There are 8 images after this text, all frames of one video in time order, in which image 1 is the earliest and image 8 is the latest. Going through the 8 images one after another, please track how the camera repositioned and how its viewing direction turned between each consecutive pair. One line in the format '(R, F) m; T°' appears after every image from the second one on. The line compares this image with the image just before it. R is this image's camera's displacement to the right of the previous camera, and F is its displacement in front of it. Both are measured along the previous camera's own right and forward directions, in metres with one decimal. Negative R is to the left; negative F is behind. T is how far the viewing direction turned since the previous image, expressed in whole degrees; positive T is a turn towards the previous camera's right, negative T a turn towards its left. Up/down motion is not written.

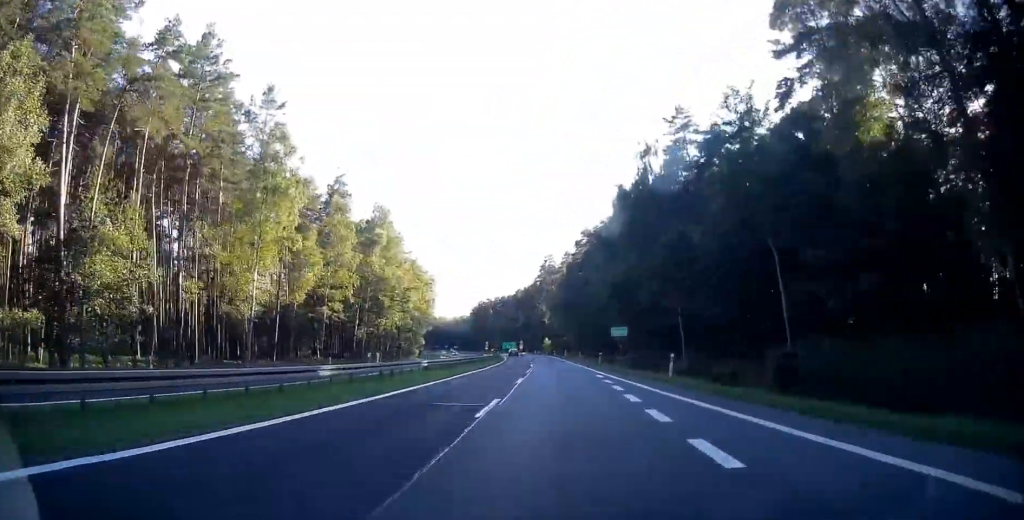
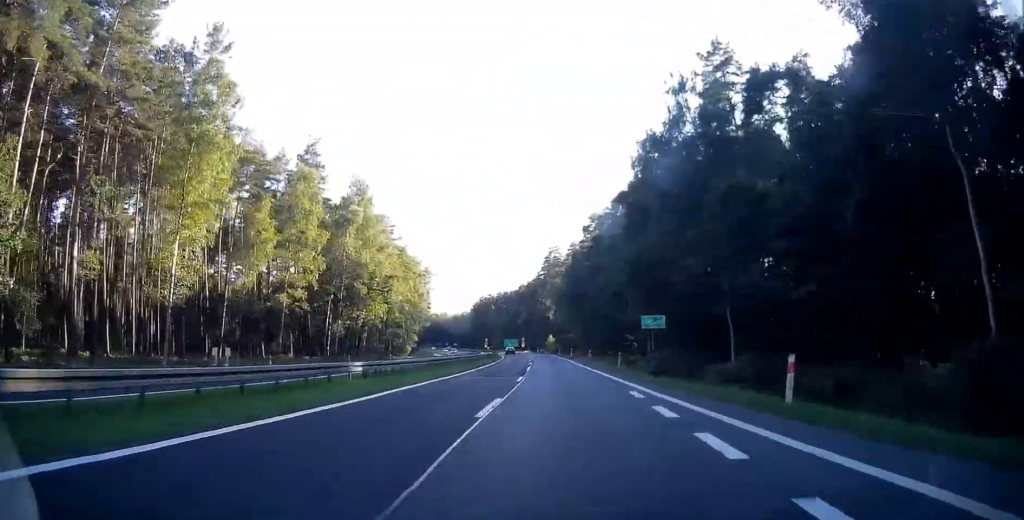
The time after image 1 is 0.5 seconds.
(+0.1, +12.1) m; -1°
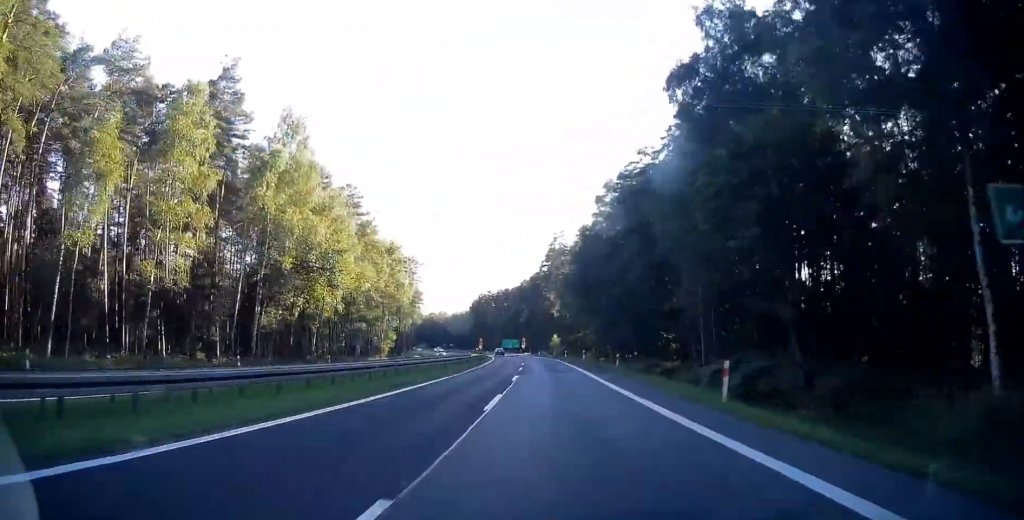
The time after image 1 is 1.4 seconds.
(-0.3, +21.8) m; -1°
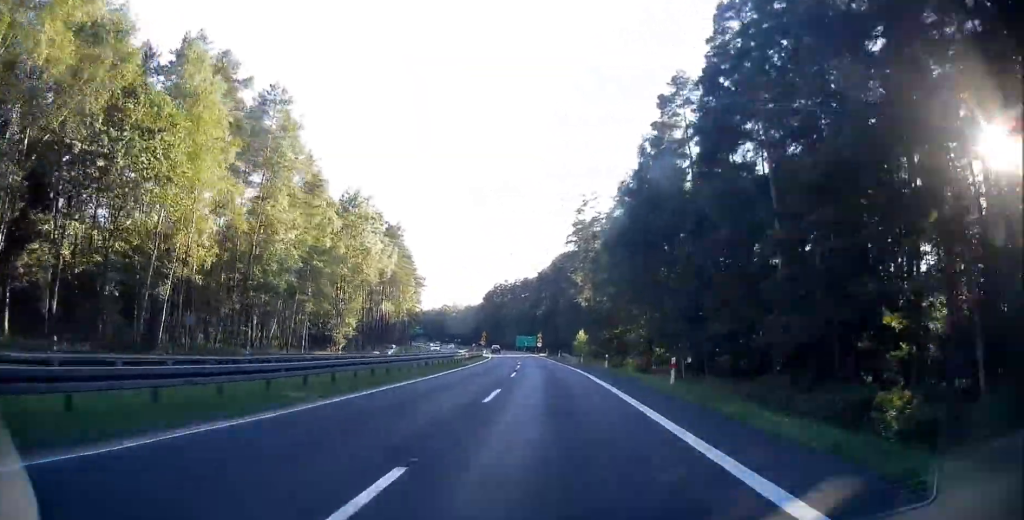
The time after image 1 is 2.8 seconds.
(-0.3, +34.0) m; -1°
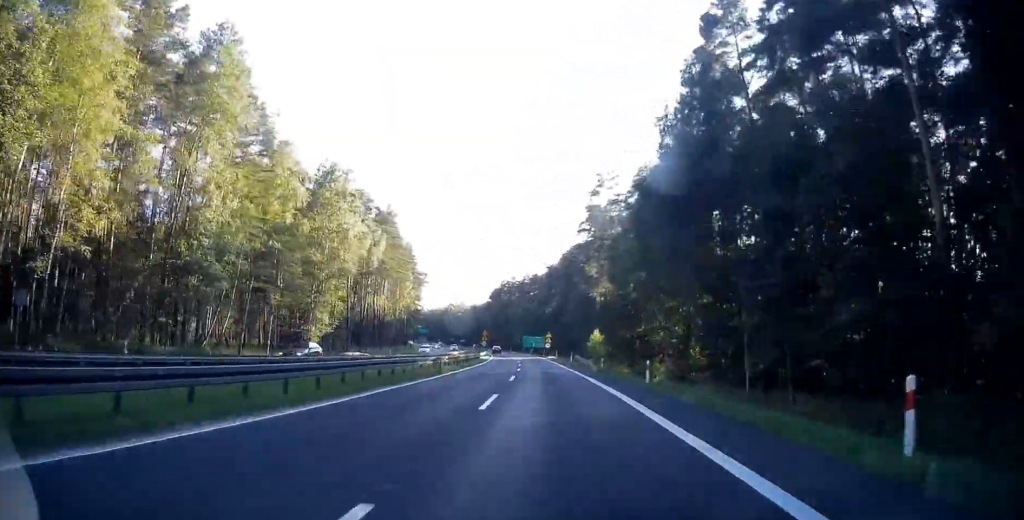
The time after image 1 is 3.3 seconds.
(+0.1, +13.0) m; -1°
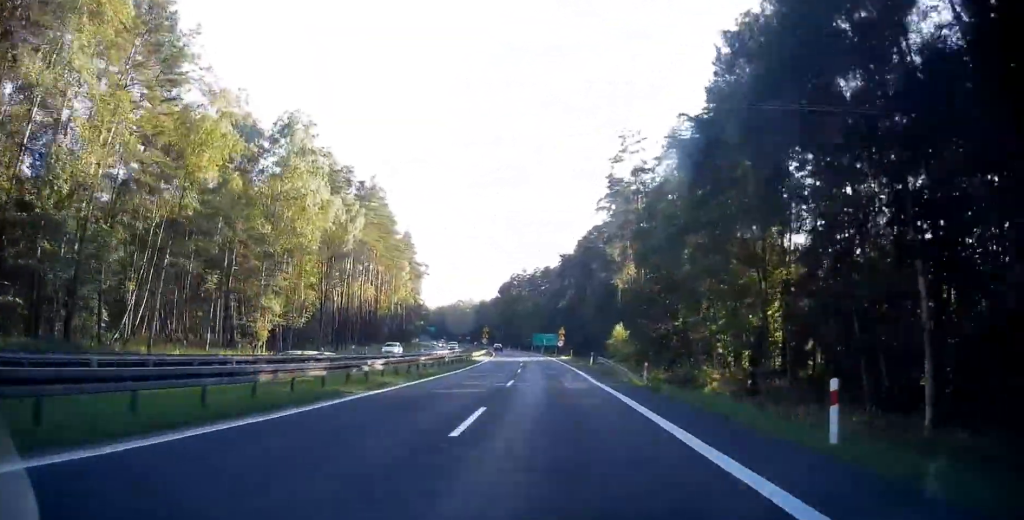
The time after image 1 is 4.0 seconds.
(-0.3, +15.4) m; -2°
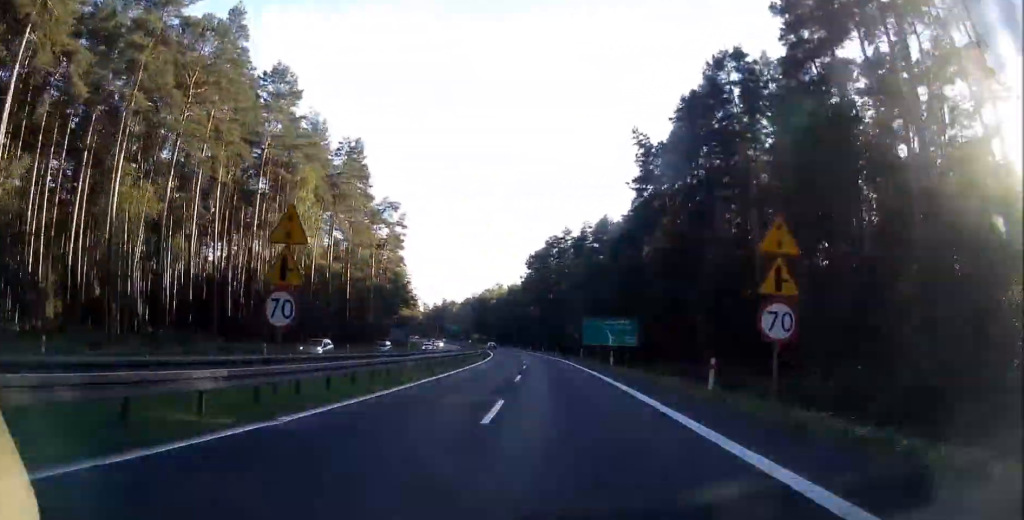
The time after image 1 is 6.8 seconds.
(-4.0, +69.7) m; -6°
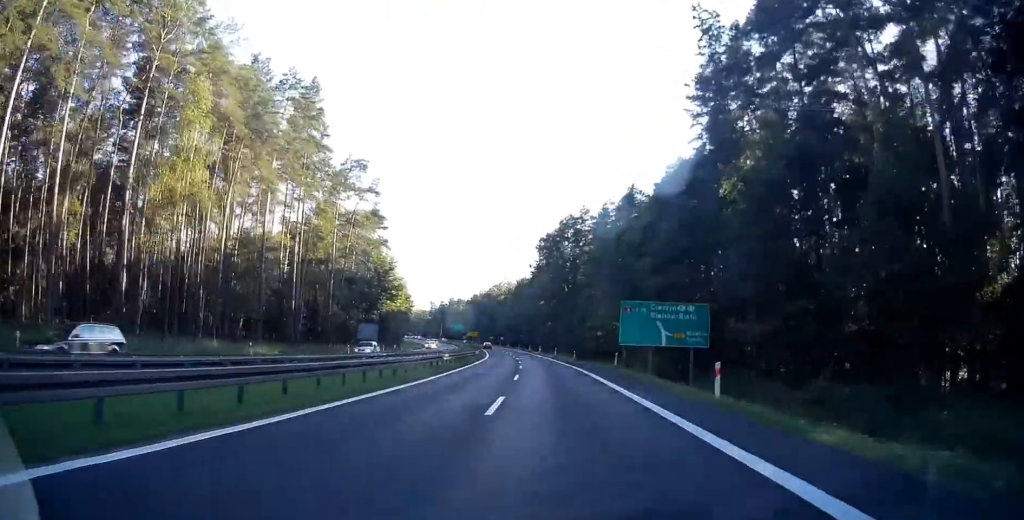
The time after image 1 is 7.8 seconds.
(-0.2, +22.6) m; -1°
